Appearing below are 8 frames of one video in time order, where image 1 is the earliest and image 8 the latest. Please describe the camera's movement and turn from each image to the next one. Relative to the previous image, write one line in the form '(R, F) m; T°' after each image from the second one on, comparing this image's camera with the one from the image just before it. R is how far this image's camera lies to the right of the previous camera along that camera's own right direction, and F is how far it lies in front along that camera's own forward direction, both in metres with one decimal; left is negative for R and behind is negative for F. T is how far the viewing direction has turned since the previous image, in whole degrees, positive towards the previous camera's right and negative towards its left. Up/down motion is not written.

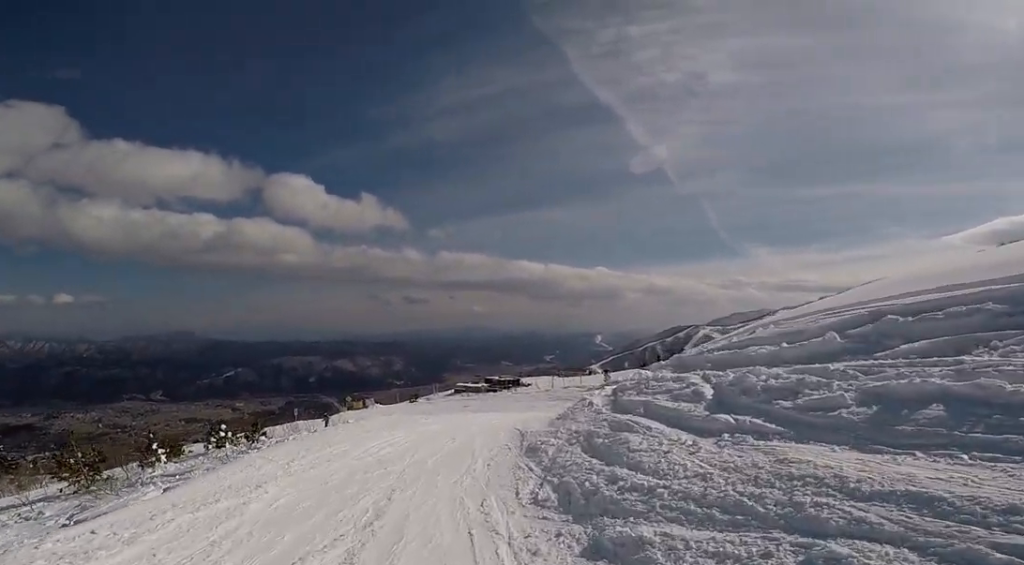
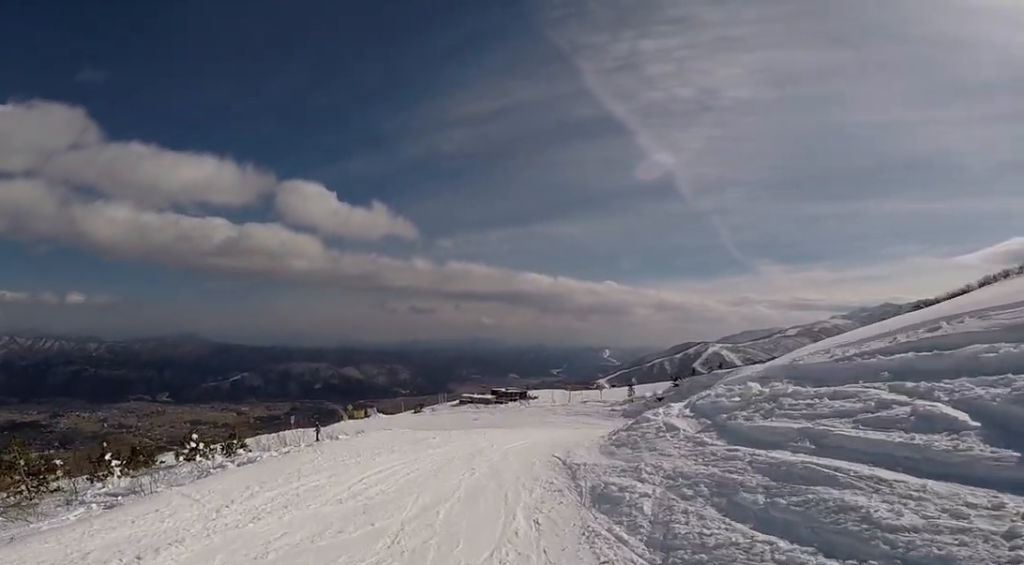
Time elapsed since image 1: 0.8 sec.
(+0.2, +2.8) m; +8°
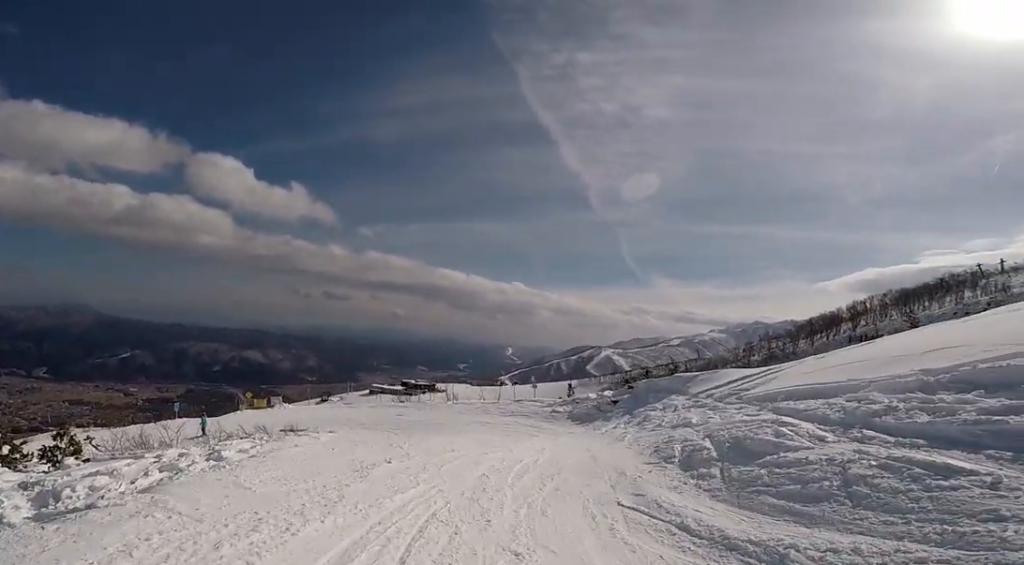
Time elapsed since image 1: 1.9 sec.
(+0.4, +4.0) m; +10°
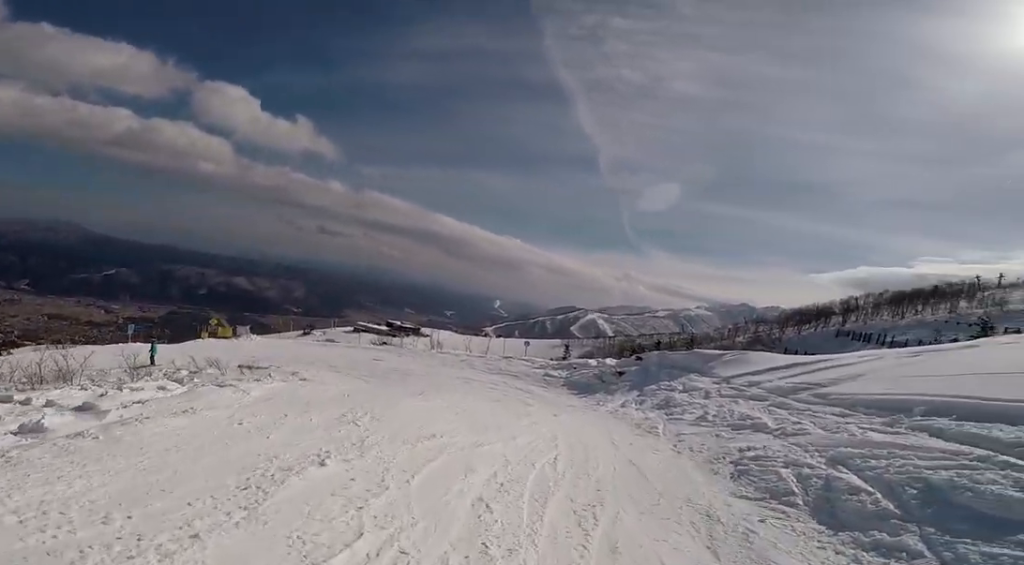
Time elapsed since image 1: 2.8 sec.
(+0.2, +2.7) m; +6°
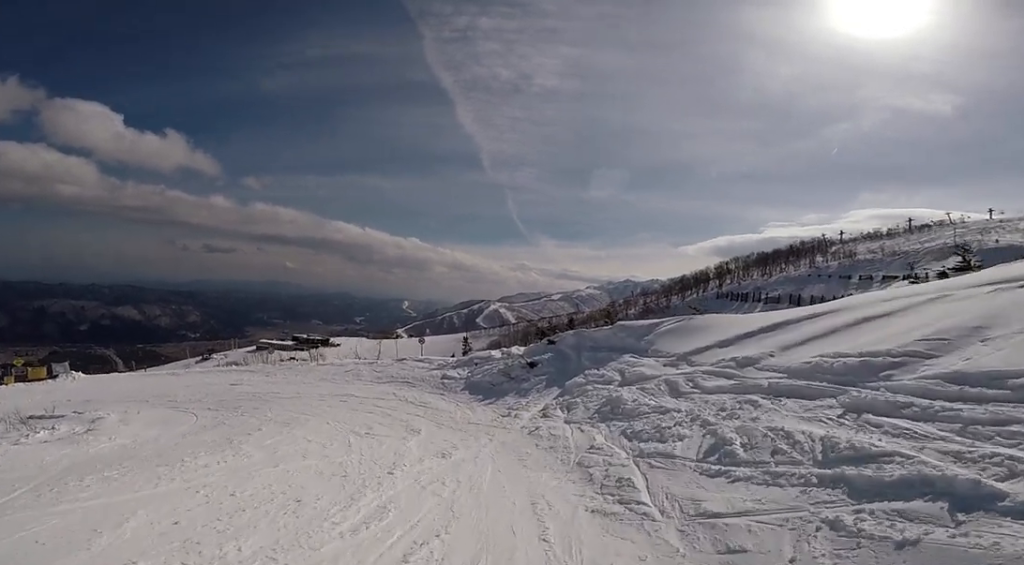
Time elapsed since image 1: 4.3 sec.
(+0.4, +4.9) m; +8°
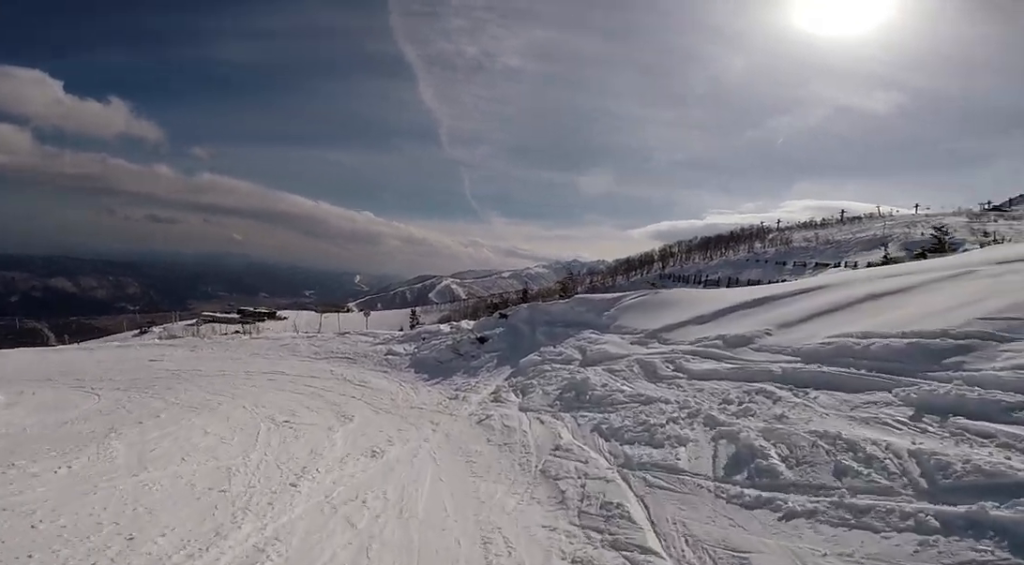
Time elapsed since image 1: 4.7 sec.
(0.0, +1.4) m; 0°
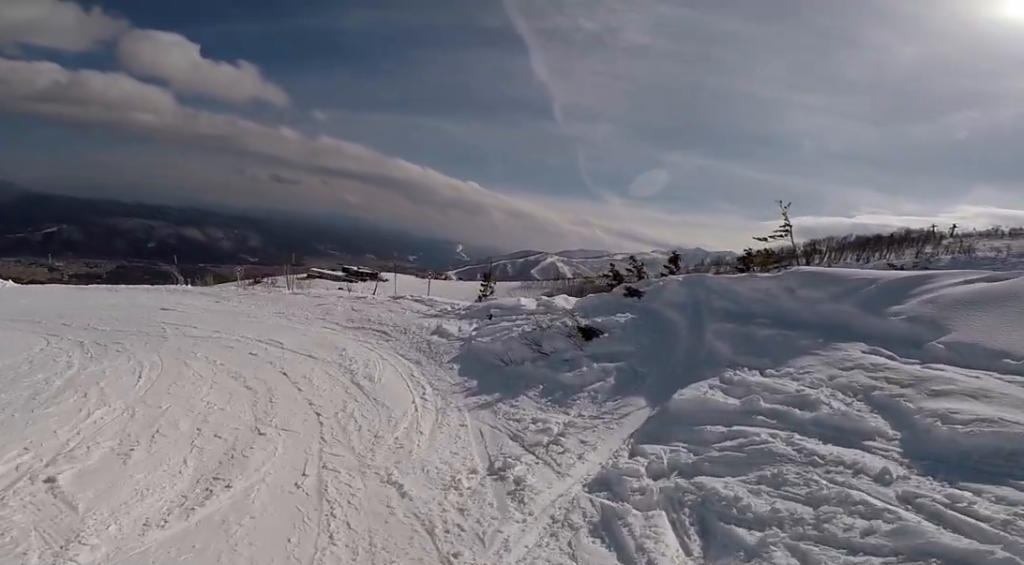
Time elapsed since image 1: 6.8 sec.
(-0.3, +6.9) m; -11°
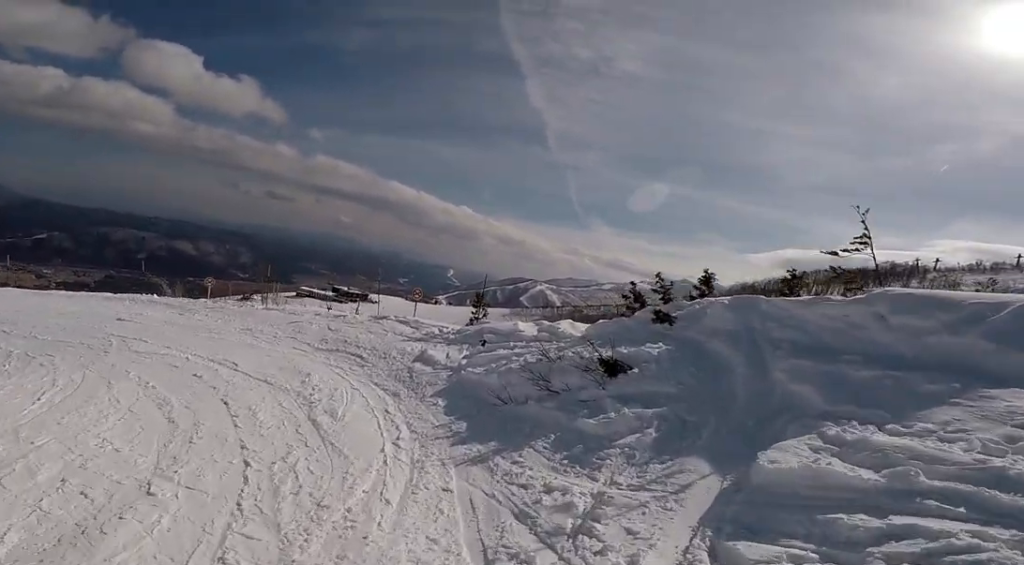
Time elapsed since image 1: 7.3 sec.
(0.0, +1.9) m; -6°
